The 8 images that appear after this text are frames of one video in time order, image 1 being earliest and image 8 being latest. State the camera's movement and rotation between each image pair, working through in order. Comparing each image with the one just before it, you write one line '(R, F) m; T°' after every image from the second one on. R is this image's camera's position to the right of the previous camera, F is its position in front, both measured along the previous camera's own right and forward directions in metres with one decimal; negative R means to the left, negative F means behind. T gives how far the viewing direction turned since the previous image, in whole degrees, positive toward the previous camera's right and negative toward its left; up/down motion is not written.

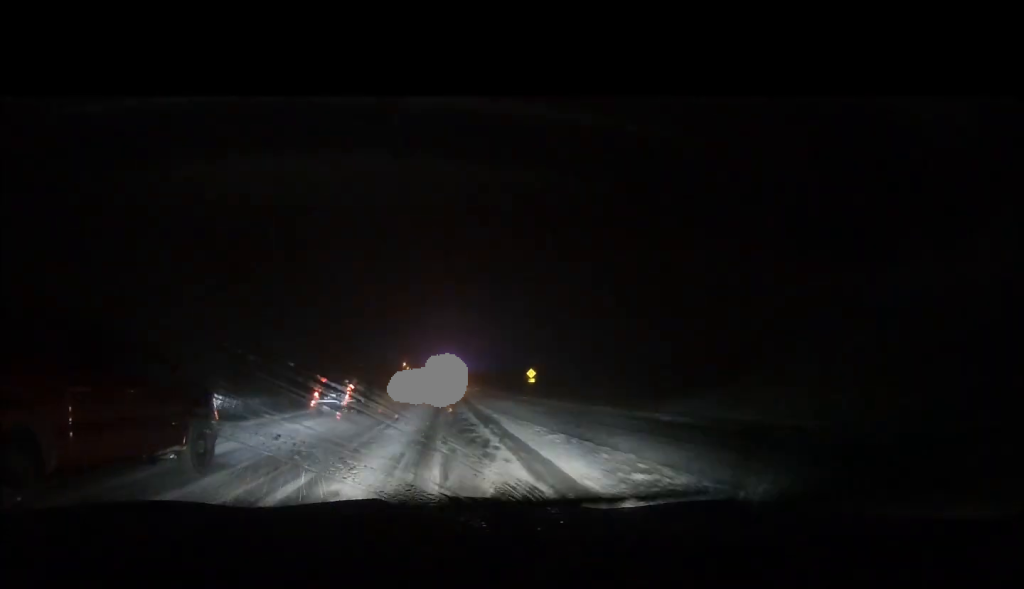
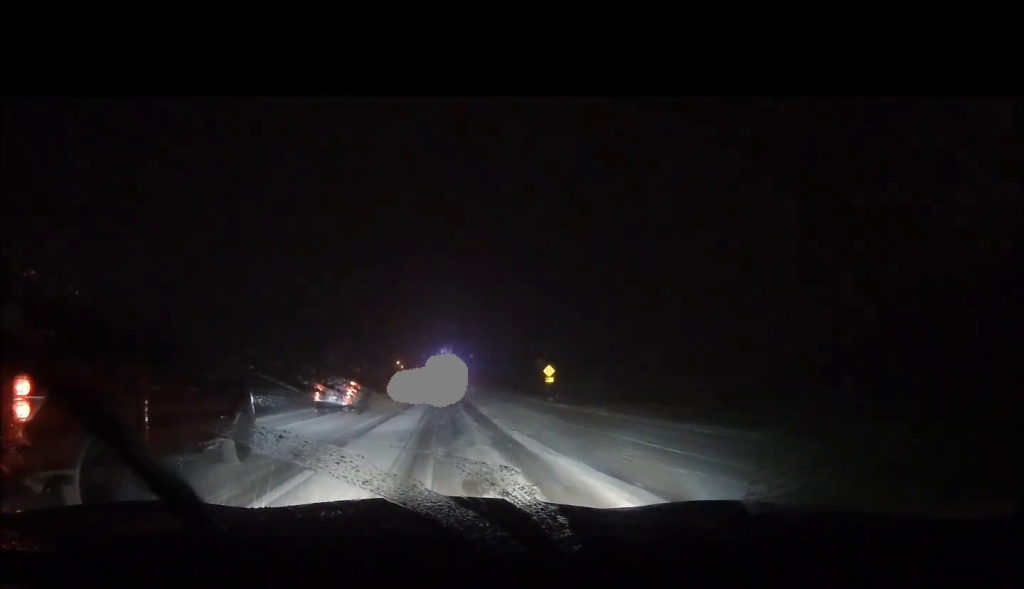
(+0.2, +15.1) m; 0°
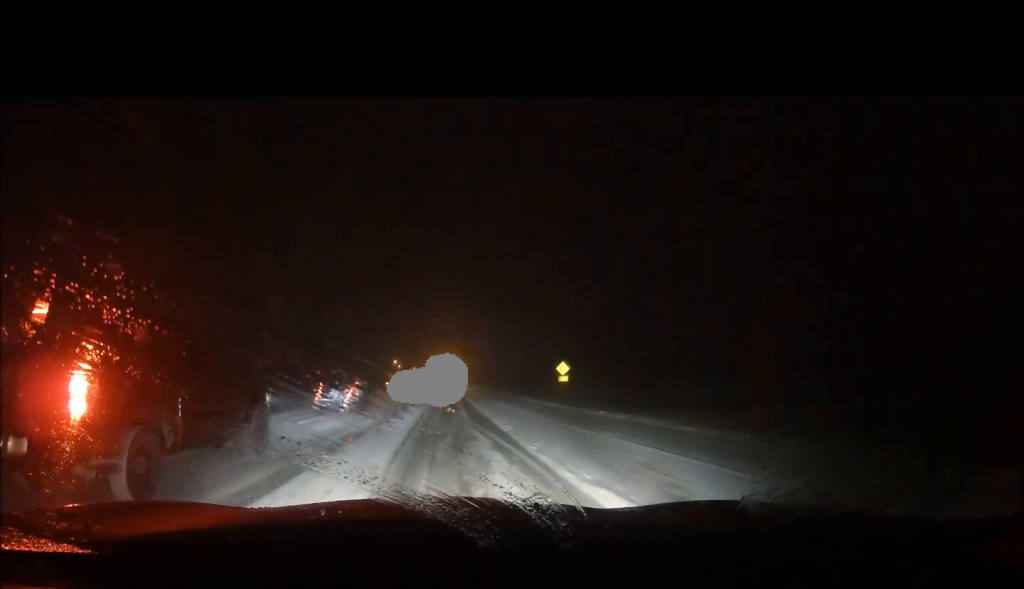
(-0.1, +7.2) m; 0°
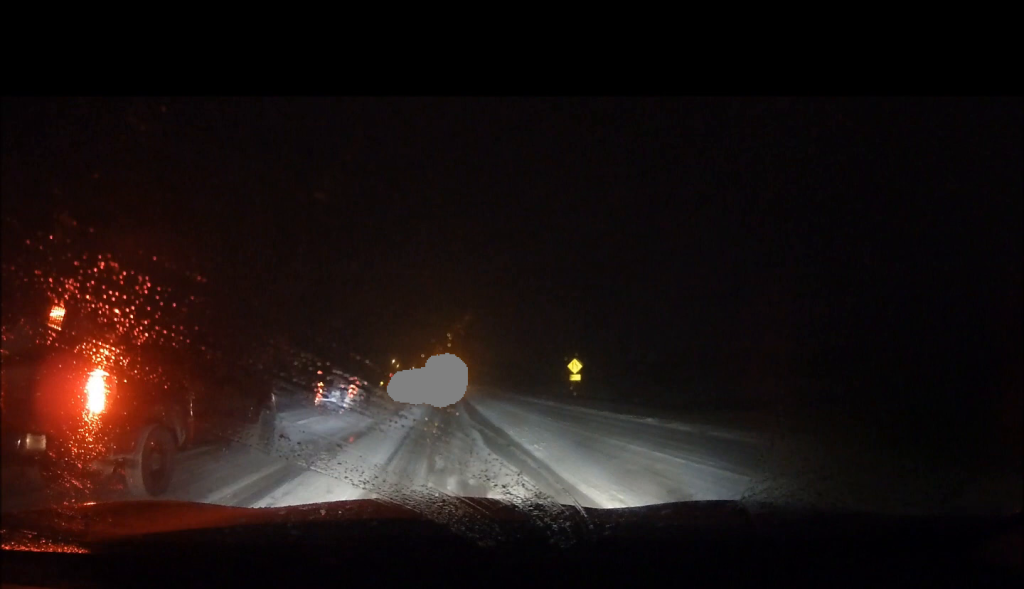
(0.0, +4.6) m; 0°
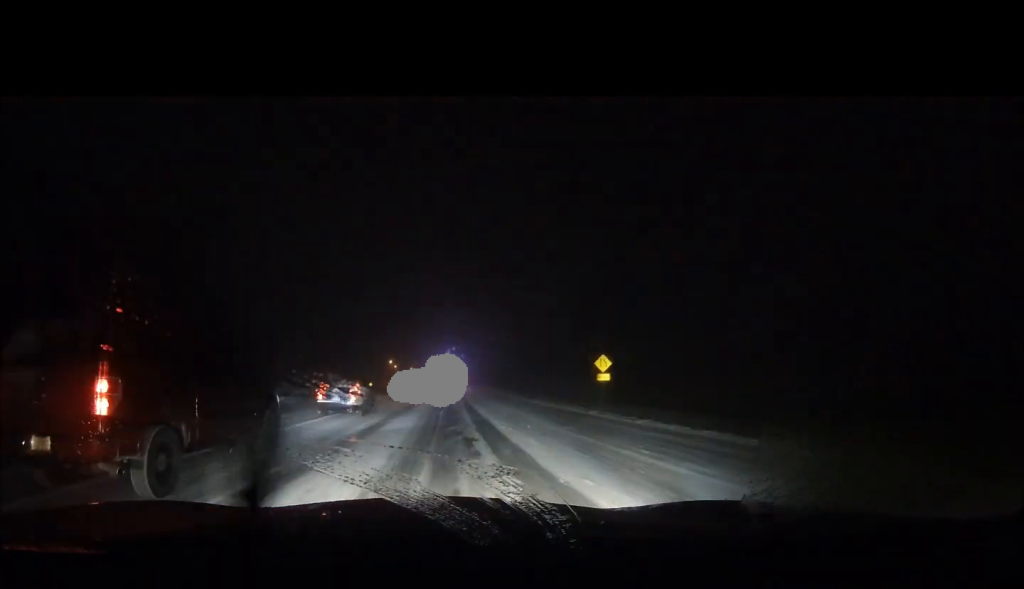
(0.0, +7.7) m; -1°
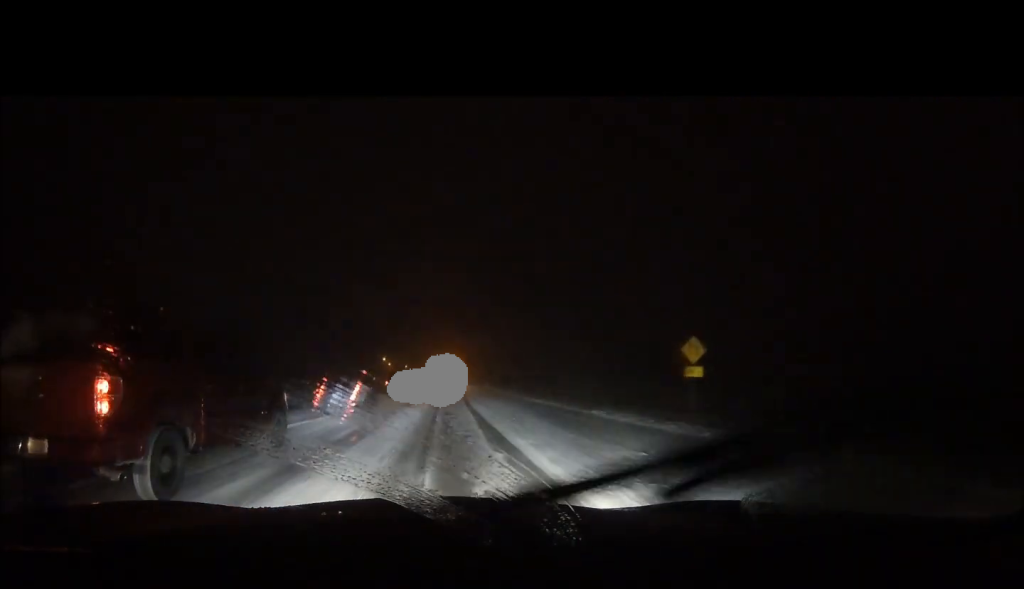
(-0.1, +13.5) m; 0°
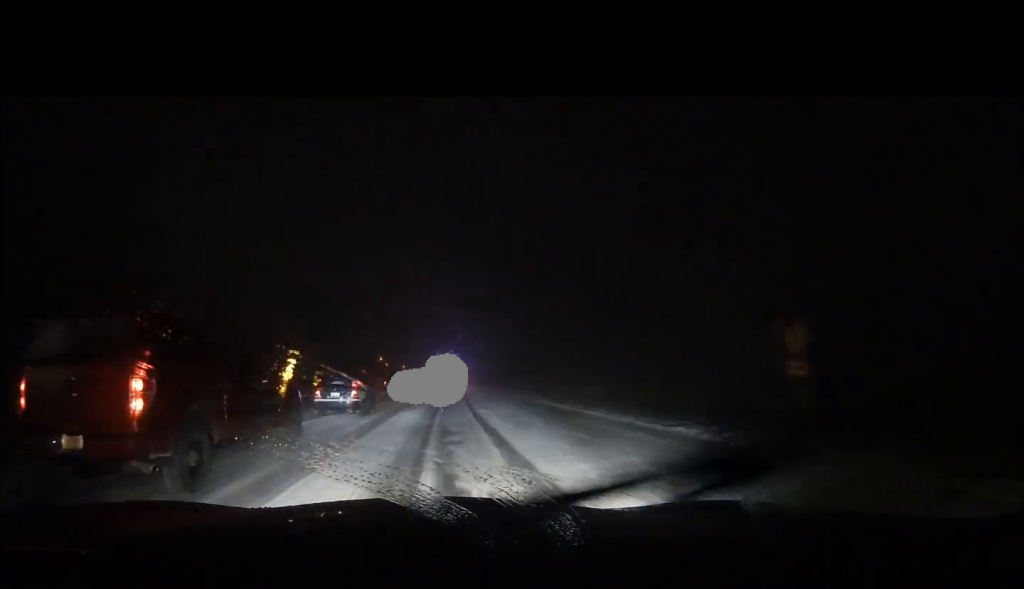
(+0.2, +7.2) m; 0°
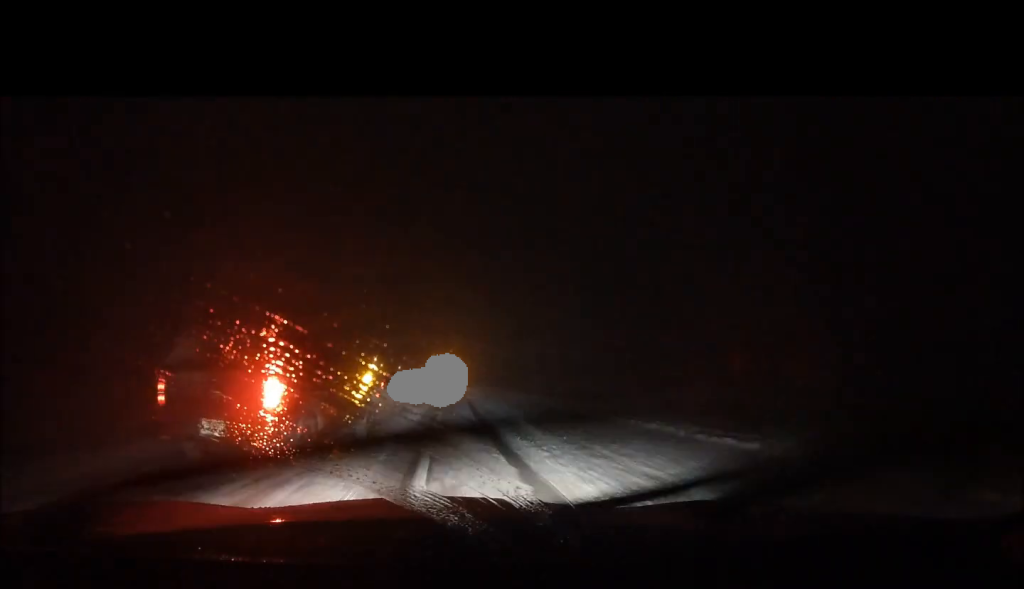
(-0.1, +10.7) m; -1°
